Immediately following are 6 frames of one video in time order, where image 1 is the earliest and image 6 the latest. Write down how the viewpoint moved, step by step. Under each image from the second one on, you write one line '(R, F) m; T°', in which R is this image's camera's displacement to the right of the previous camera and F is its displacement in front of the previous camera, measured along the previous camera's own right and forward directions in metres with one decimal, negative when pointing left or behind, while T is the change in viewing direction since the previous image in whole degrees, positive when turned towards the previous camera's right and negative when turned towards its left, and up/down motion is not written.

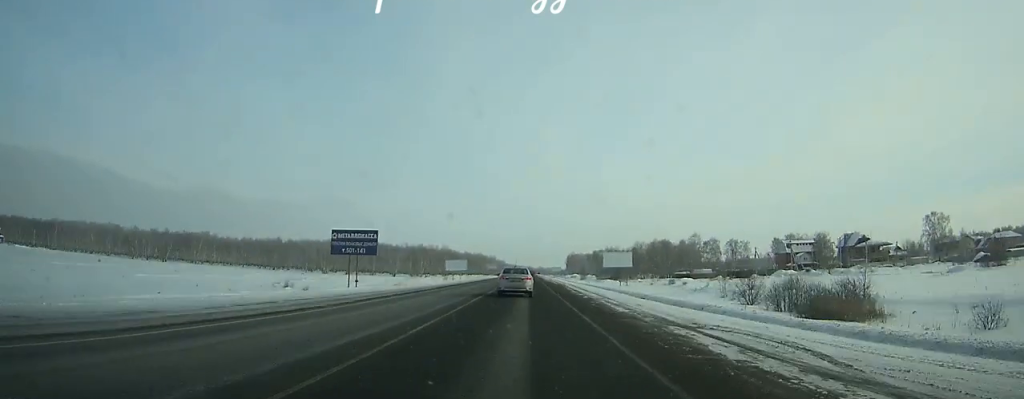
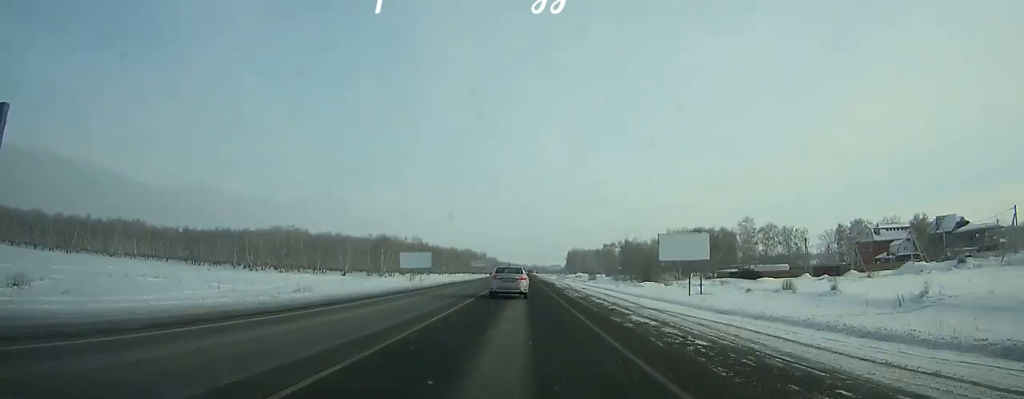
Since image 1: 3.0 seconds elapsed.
(+0.2, +52.6) m; 0°
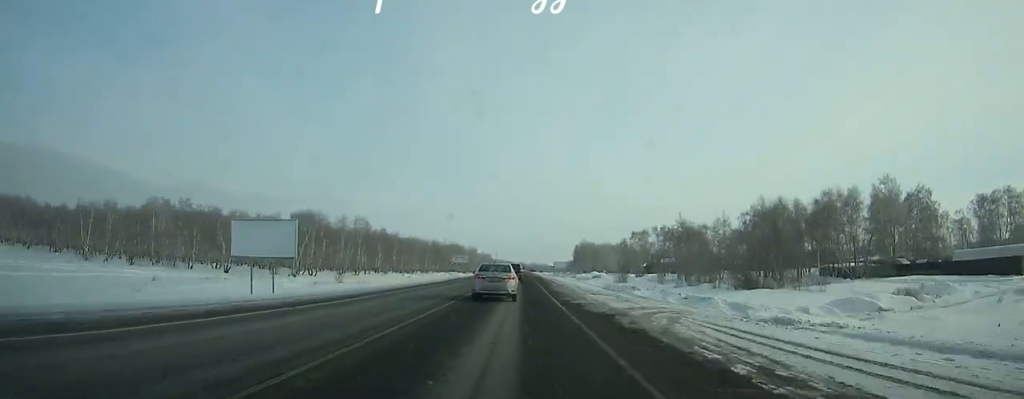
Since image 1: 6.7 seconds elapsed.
(-0.1, +62.6) m; 0°
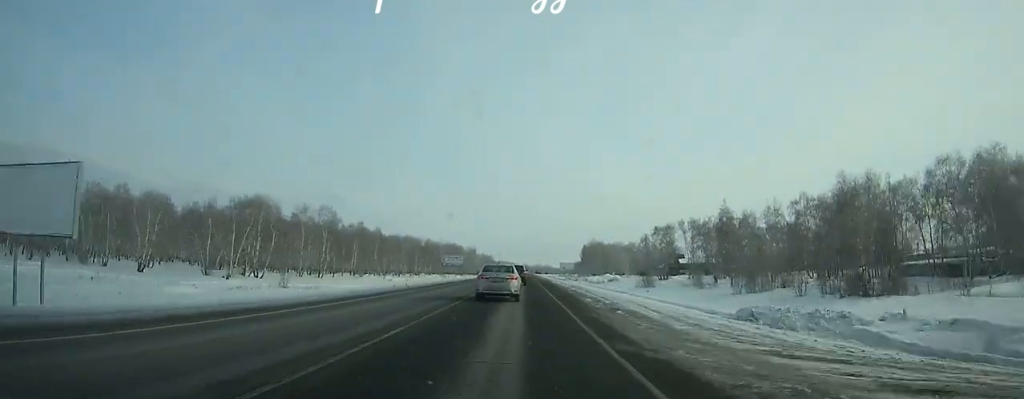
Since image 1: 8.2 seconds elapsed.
(0.0, +24.4) m; 0°
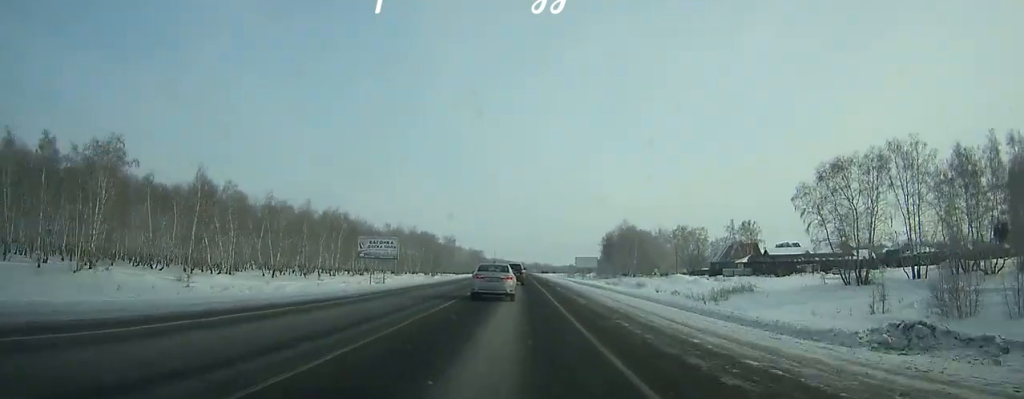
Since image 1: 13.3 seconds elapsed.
(0.0, +83.1) m; 0°
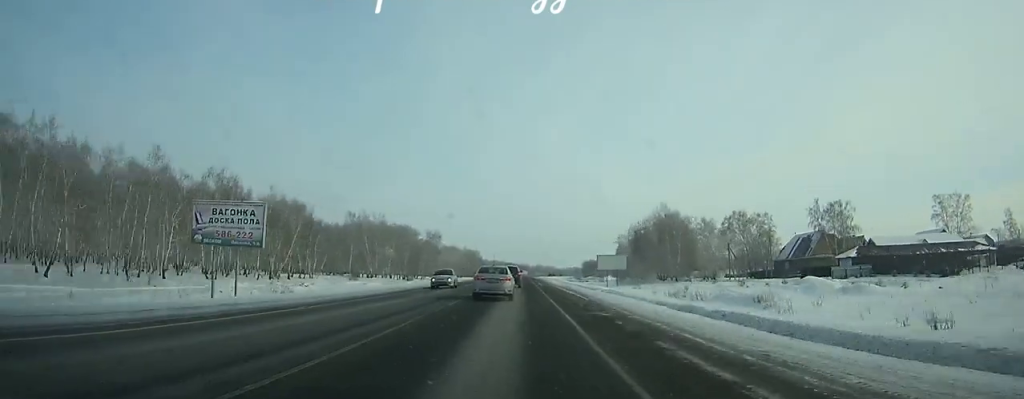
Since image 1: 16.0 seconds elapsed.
(0.0, +46.7) m; 0°
